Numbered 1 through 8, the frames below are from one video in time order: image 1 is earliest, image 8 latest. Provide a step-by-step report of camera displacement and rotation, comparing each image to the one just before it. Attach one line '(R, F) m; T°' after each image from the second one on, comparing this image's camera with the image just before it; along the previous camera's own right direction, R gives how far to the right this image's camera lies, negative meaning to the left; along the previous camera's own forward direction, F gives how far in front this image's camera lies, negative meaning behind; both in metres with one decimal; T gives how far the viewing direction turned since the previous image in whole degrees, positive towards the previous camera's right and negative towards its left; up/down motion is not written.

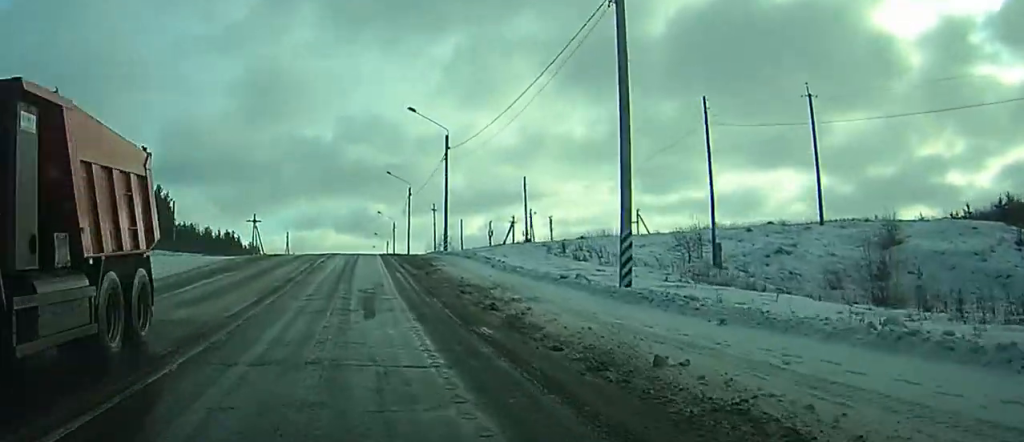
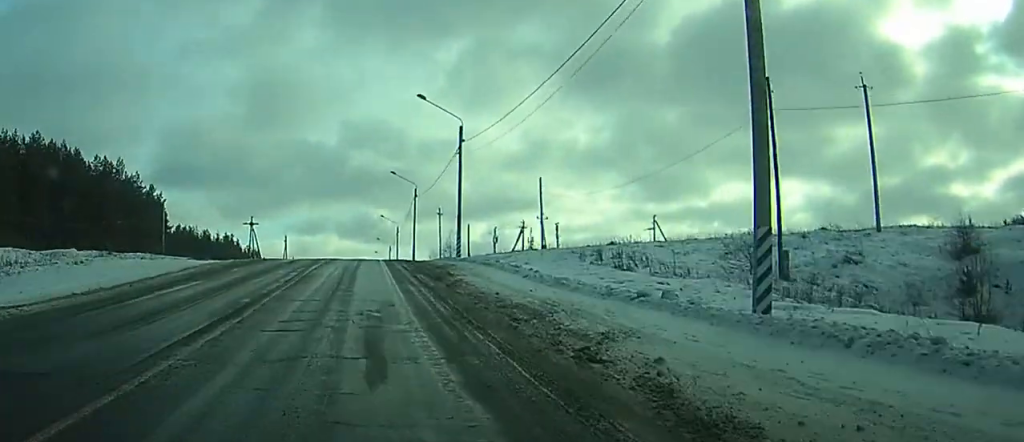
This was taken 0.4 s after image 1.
(0.0, +6.7) m; 0°
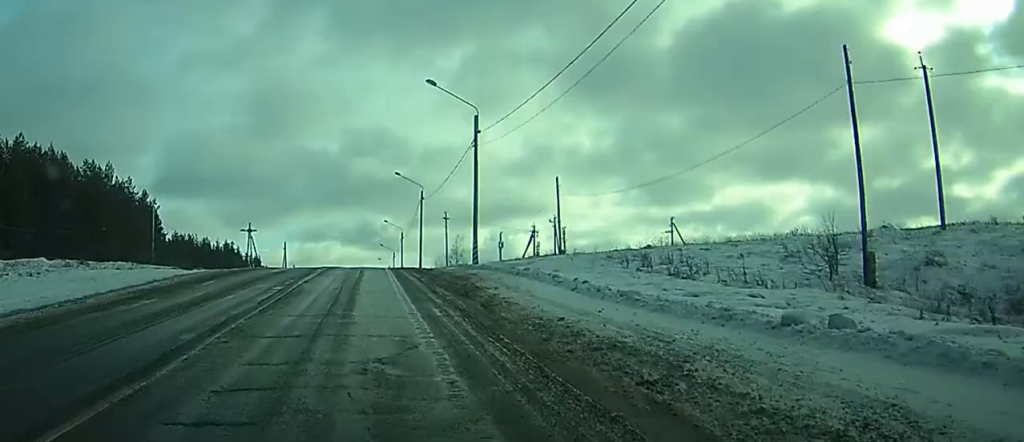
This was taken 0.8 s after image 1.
(0.0, +6.2) m; 0°
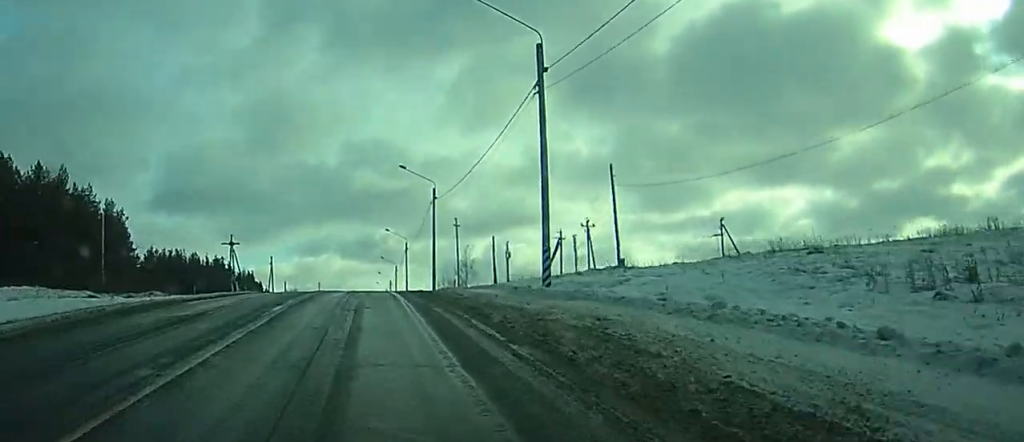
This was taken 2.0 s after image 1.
(0.0, +17.6) m; 0°
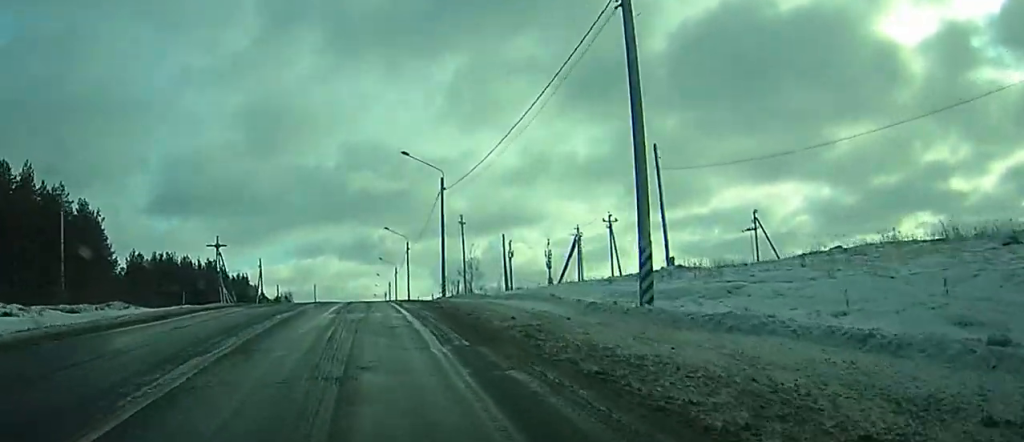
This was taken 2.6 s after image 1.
(0.0, +9.9) m; 0°
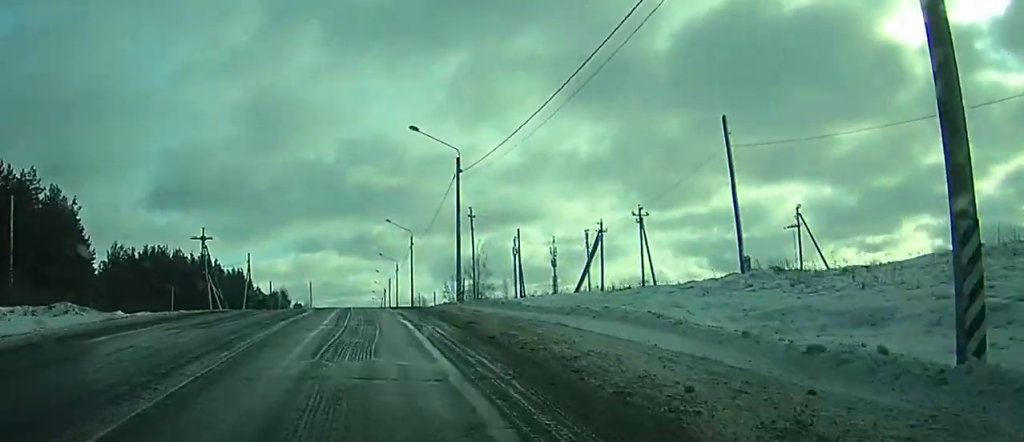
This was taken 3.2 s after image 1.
(0.0, +9.9) m; 0°
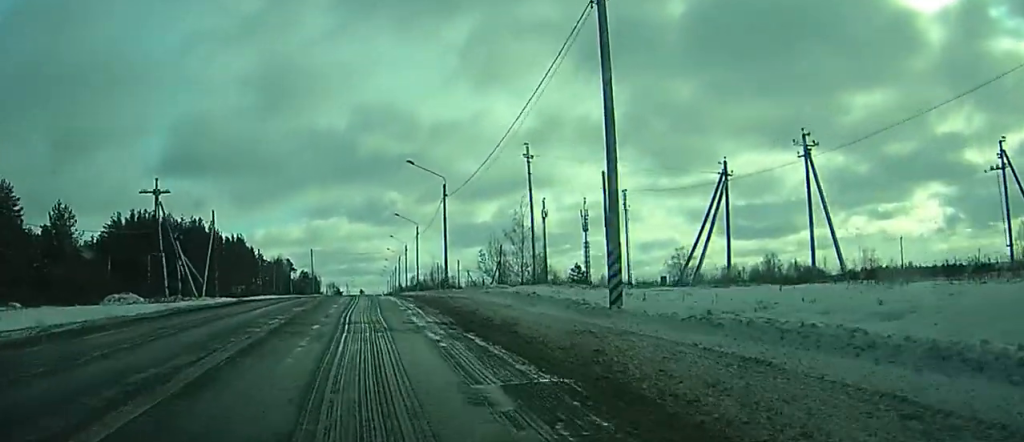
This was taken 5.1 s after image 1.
(-0.3, +28.9) m; -1°
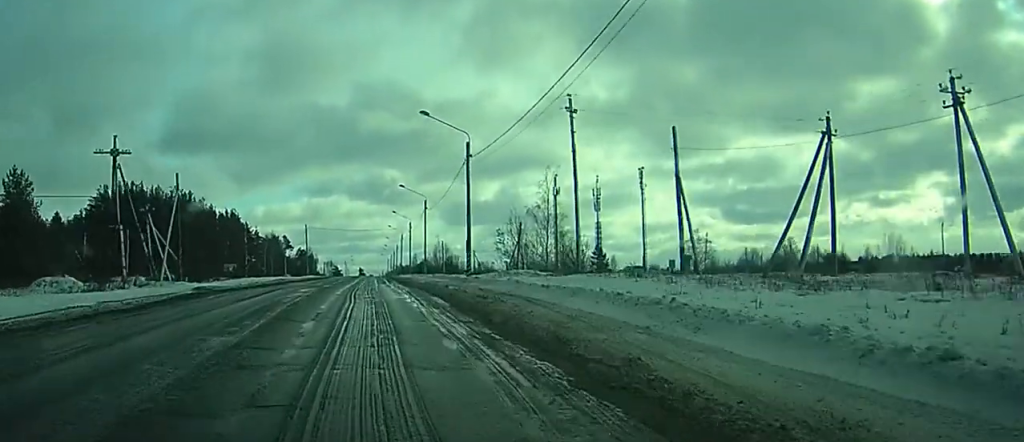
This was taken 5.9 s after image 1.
(-0.1, +14.0) m; 0°
